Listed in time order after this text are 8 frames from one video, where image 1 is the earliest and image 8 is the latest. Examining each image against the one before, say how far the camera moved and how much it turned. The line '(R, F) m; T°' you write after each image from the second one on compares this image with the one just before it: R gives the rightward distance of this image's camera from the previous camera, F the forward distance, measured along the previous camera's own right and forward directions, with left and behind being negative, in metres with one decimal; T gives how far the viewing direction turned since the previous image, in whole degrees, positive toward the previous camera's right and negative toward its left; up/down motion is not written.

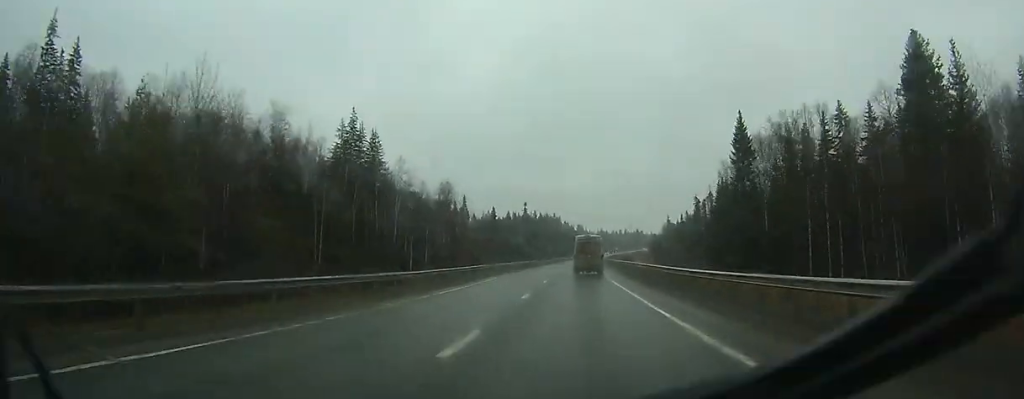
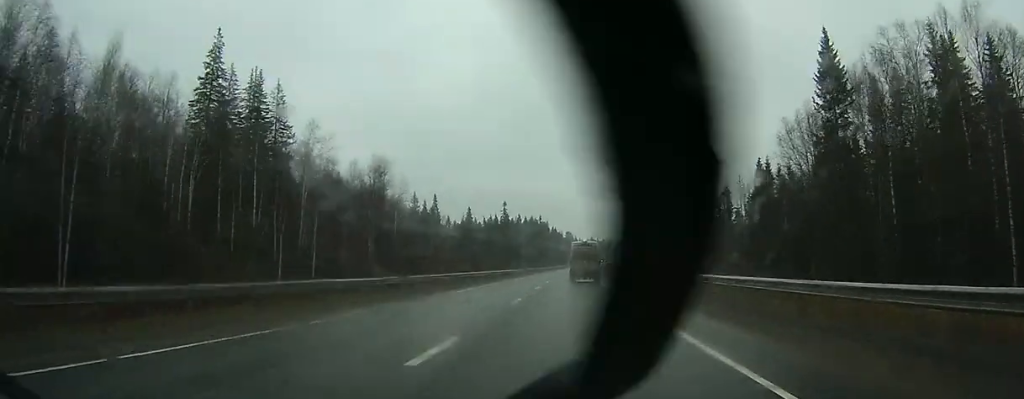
(+0.6, +38.0) m; +1°
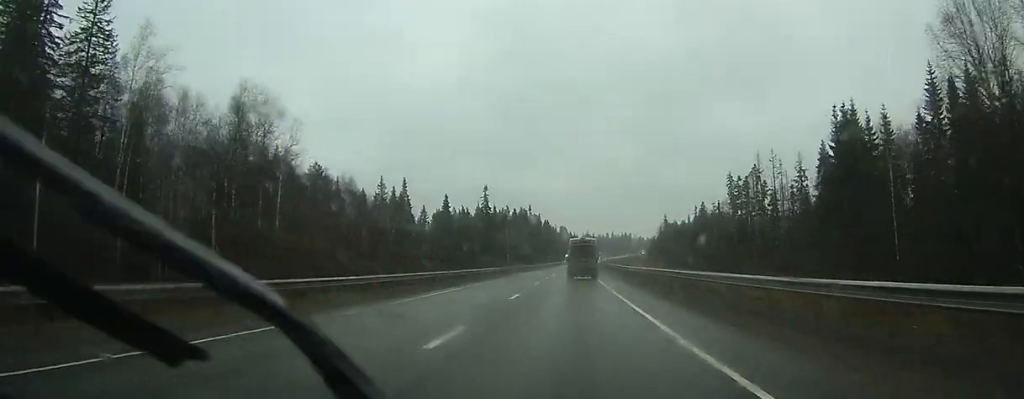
(+0.3, +35.7) m; +1°
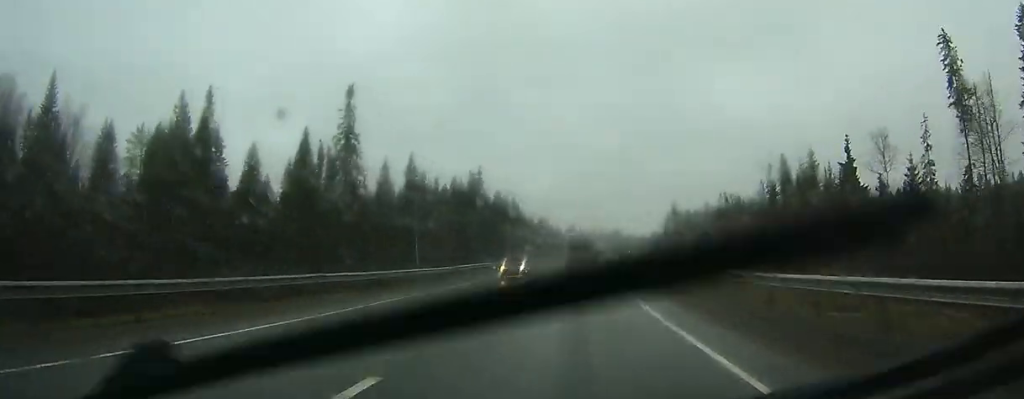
(+1.3, +103.1) m; +1°
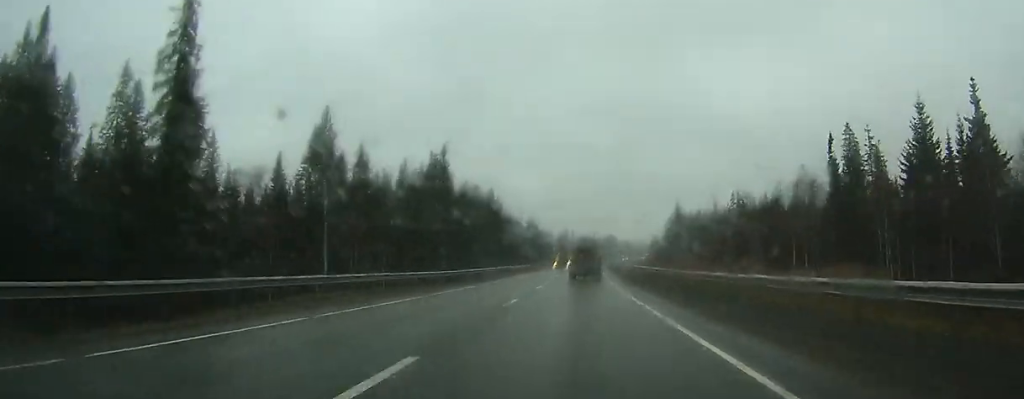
(+0.4, +34.7) m; +1°
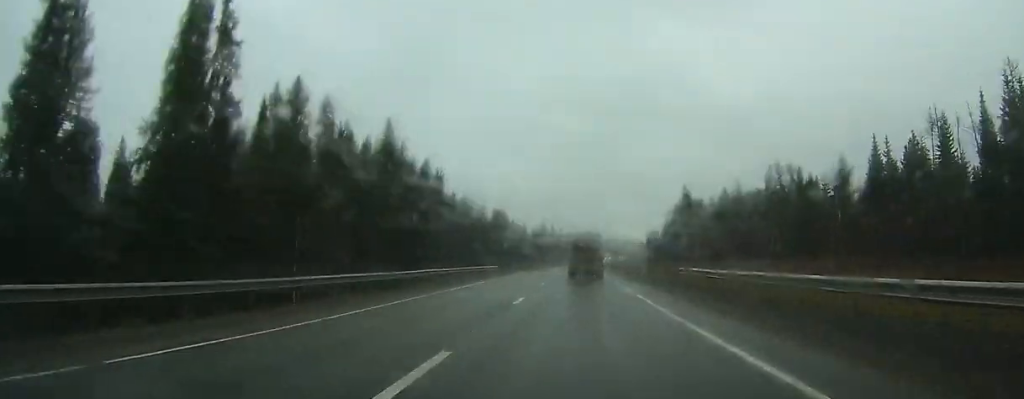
(+1.0, +71.3) m; +2°
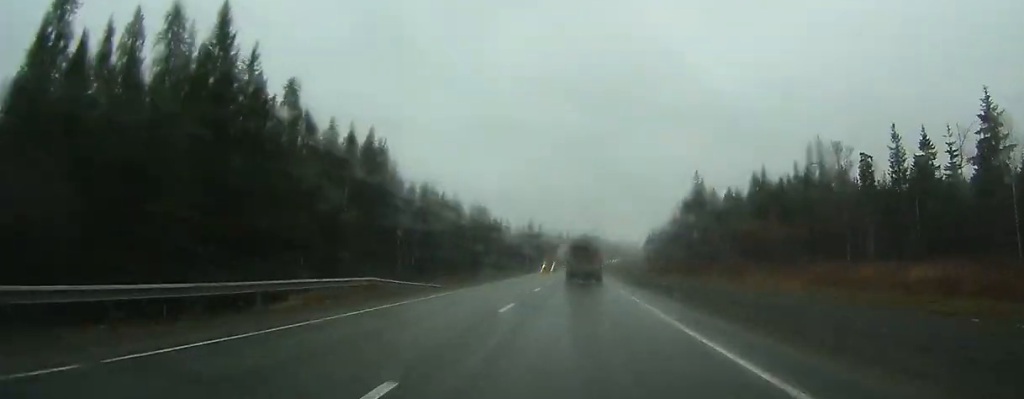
(+0.6, +38.5) m; +1°
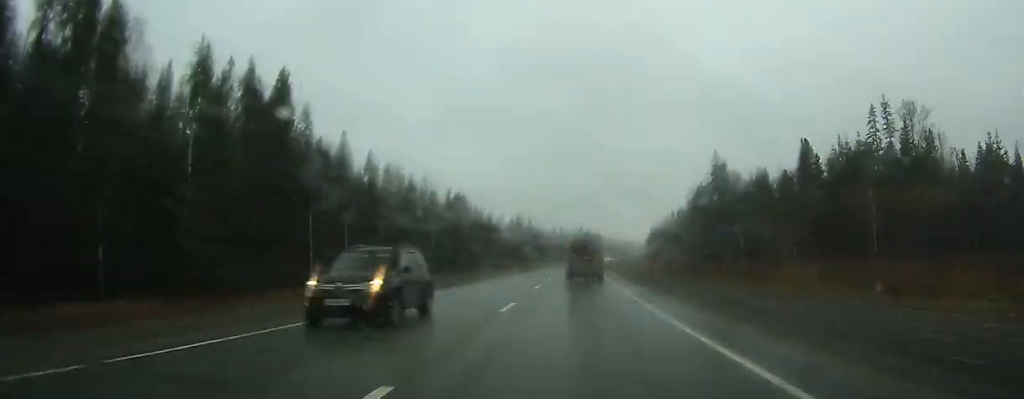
(+0.3, +36.5) m; +1°
